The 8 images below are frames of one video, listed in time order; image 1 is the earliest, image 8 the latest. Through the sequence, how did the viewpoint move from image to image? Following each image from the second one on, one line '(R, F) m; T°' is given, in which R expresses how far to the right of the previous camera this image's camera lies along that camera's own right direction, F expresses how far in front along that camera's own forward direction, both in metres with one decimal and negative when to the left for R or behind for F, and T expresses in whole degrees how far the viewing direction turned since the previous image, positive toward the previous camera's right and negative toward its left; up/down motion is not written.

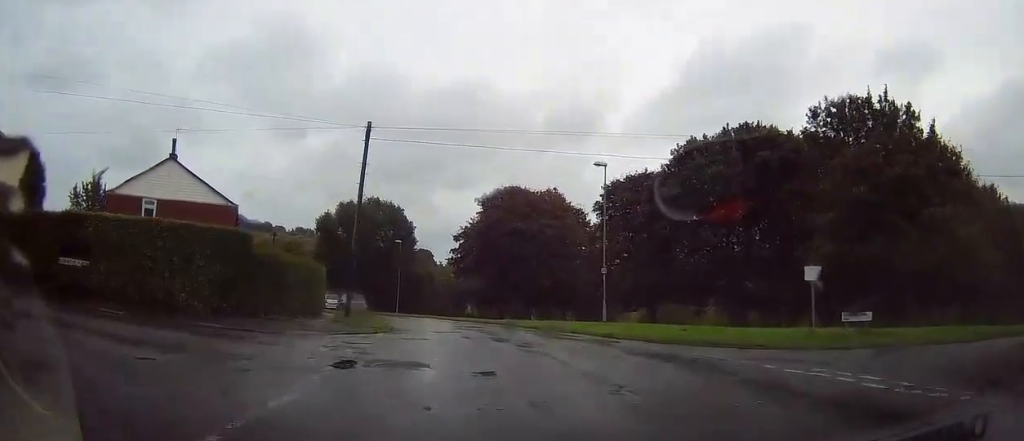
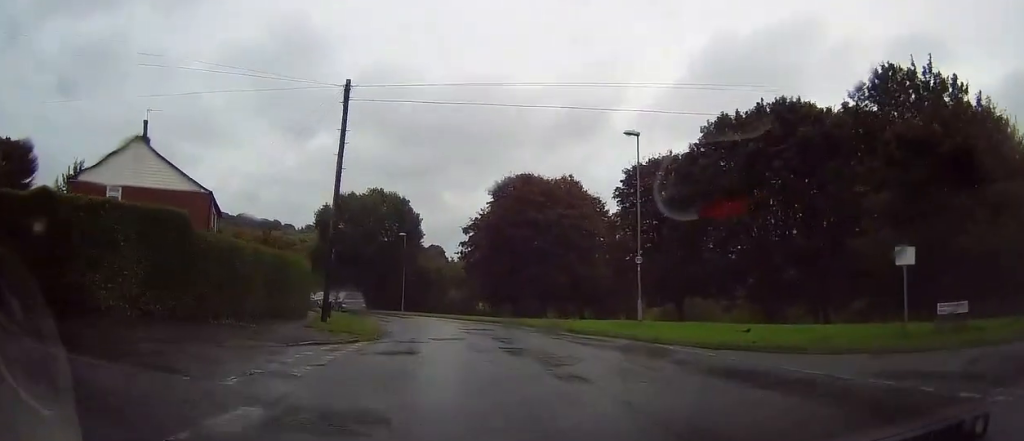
(0.0, +5.0) m; -1°
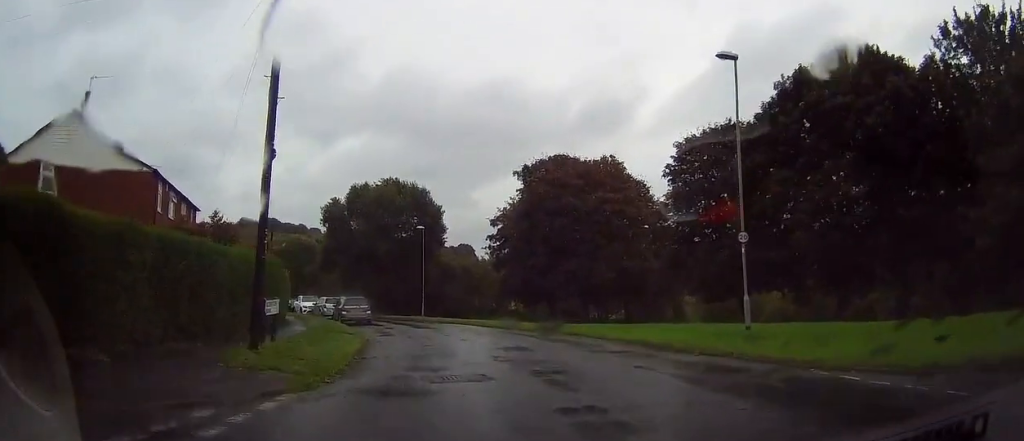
(-0.3, +8.3) m; -5°
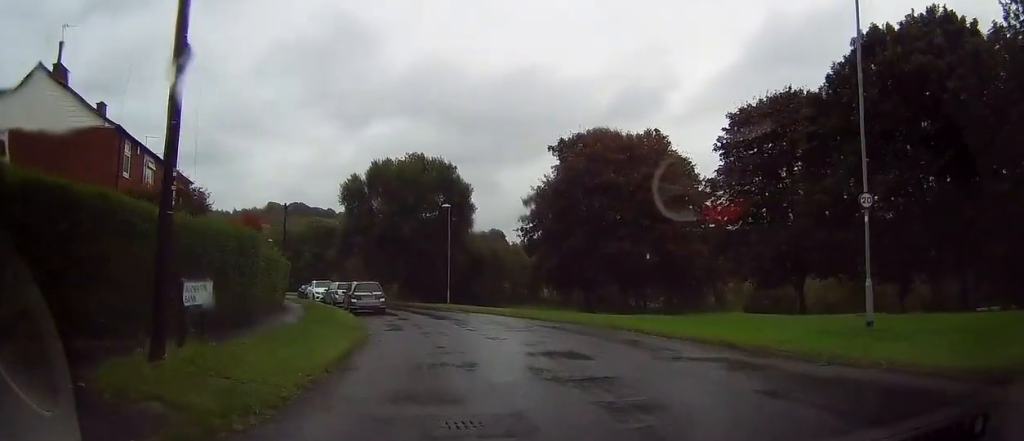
(-0.2, +4.8) m; -3°
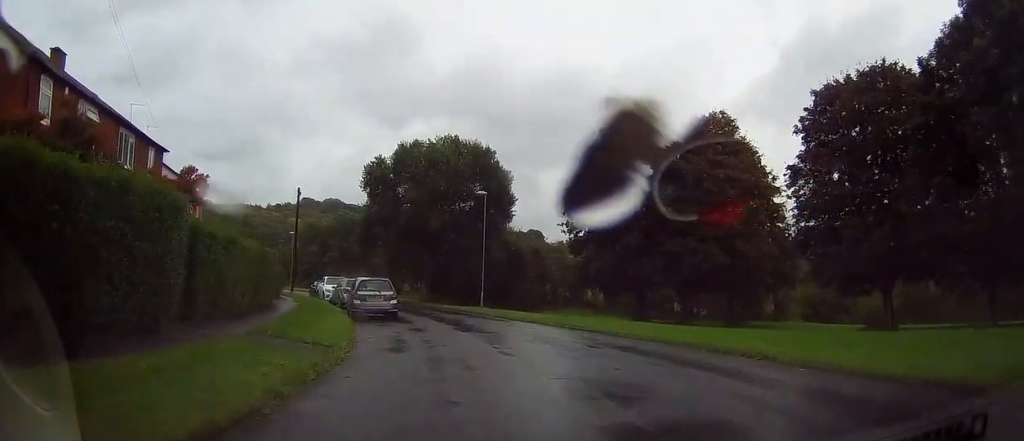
(-0.2, +6.9) m; -2°
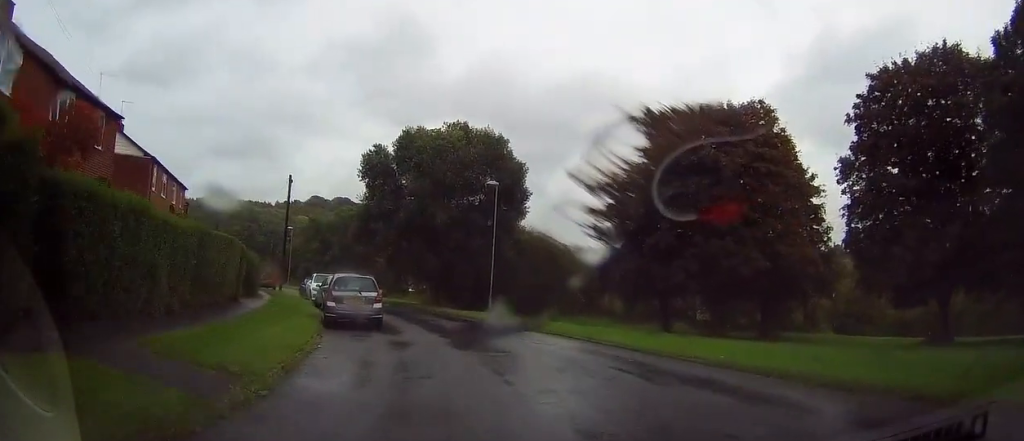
(0.0, +4.9) m; -1°
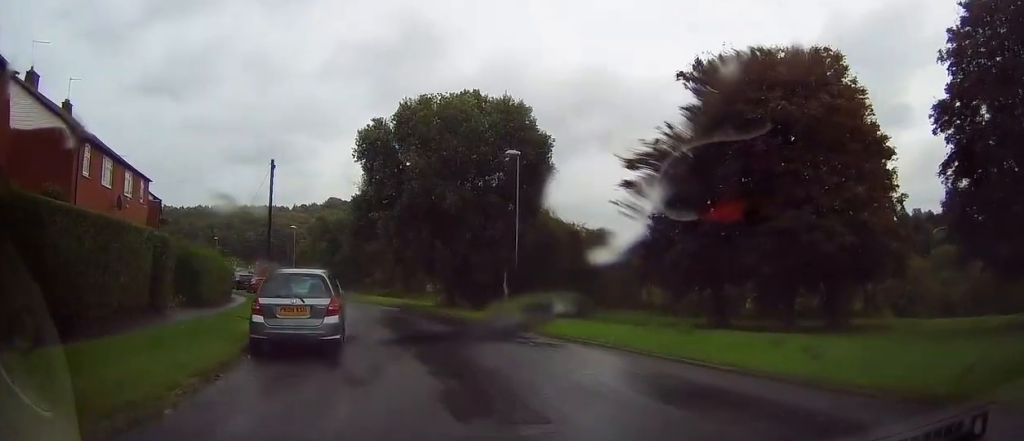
(-0.1, +7.2) m; -4°
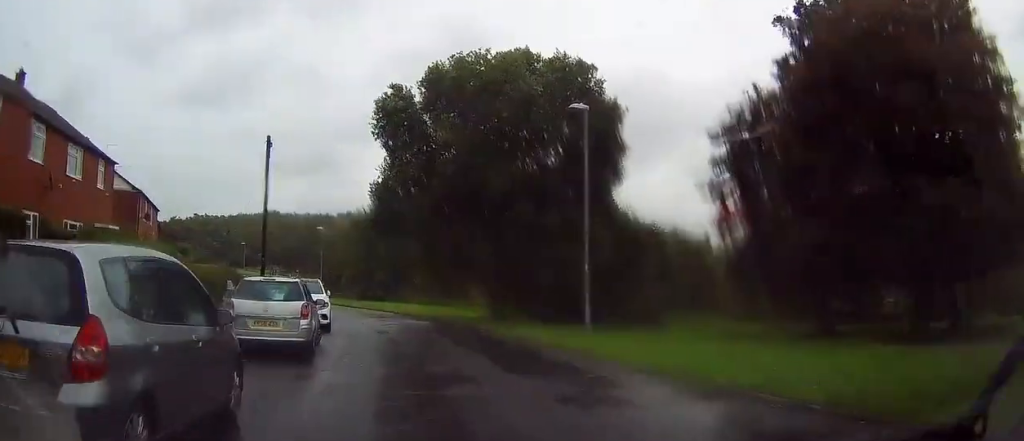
(-0.3, +8.2) m; 0°
